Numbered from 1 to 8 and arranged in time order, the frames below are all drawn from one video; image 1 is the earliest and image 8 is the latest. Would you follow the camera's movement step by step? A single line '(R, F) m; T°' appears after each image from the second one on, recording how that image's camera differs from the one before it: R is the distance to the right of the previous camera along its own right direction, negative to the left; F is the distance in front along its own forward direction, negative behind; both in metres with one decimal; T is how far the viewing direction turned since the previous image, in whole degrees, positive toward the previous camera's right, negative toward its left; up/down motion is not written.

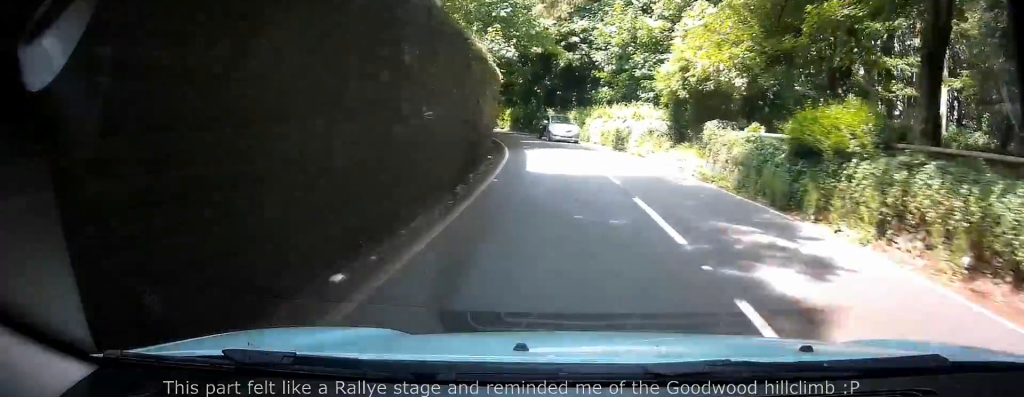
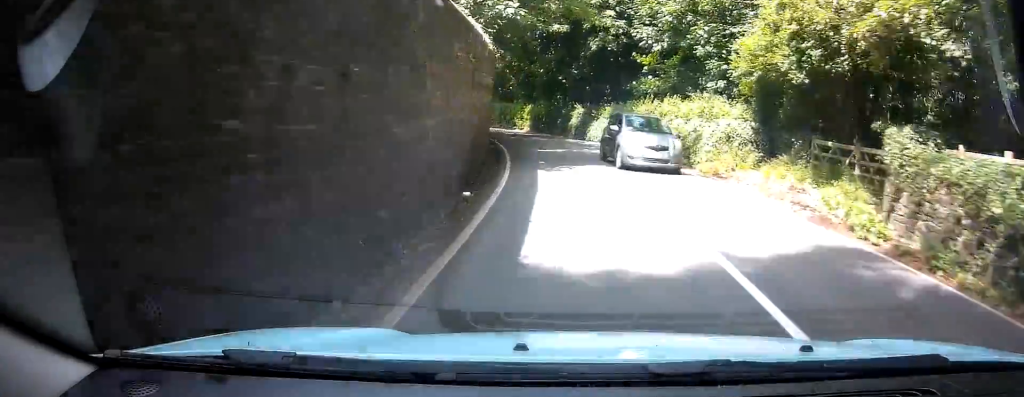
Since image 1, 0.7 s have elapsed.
(+0.2, +8.3) m; +3°
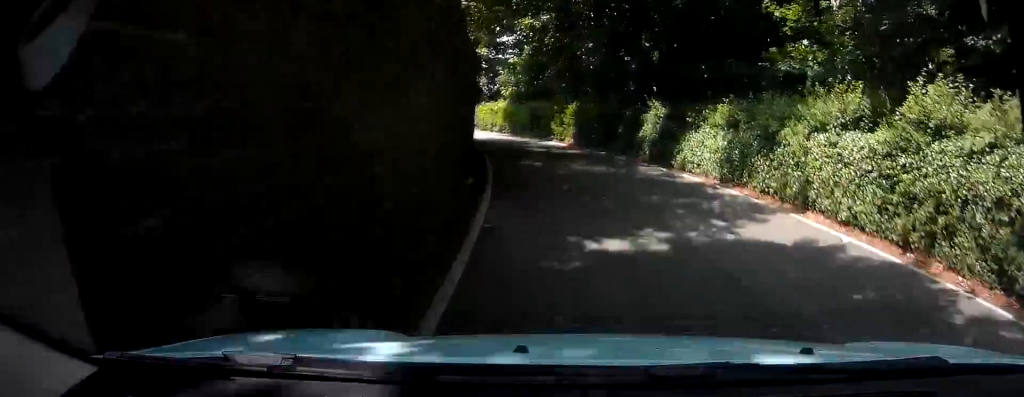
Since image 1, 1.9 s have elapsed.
(+0.3, +15.3) m; 0°
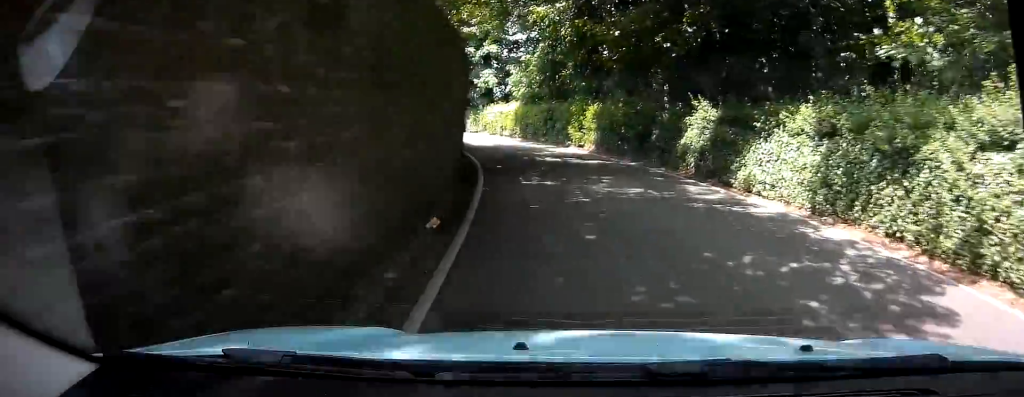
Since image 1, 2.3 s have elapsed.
(-0.1, +5.0) m; 0°
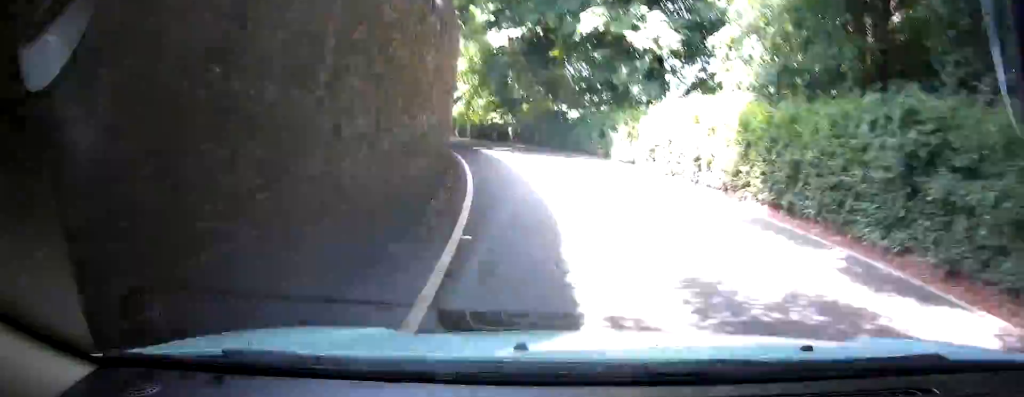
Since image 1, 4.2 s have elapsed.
(-0.7, +23.7) m; -6°
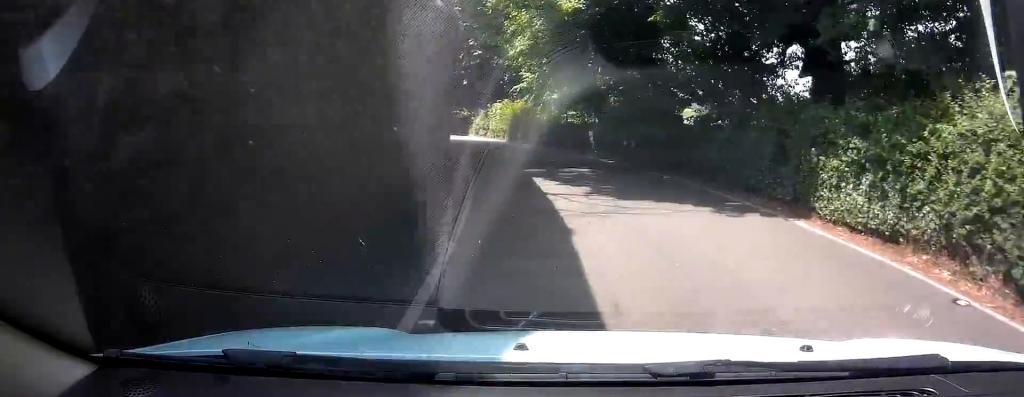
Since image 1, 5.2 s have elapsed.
(-0.5, +11.4) m; -16°
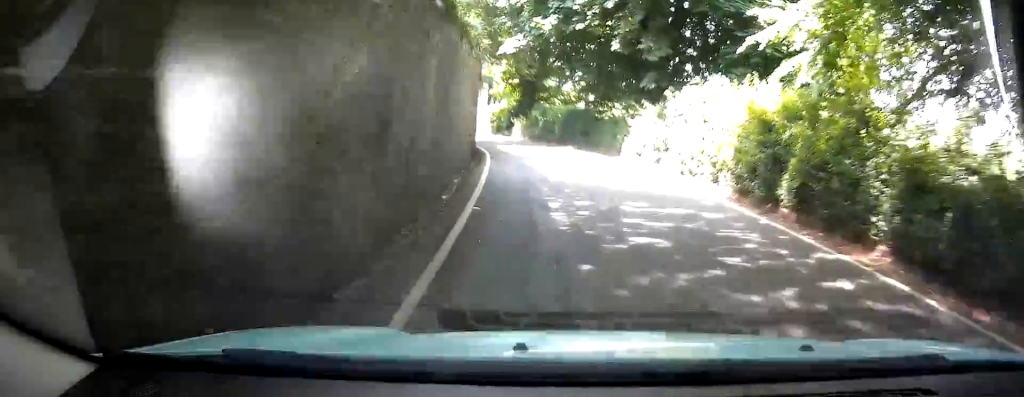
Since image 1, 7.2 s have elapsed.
(-5.8, +21.7) m; -17°
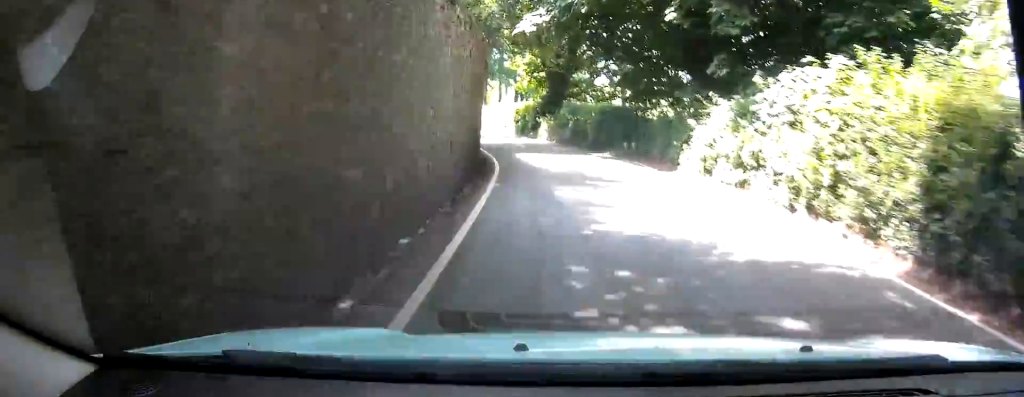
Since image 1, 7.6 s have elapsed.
(+0.4, +5.4) m; 0°
